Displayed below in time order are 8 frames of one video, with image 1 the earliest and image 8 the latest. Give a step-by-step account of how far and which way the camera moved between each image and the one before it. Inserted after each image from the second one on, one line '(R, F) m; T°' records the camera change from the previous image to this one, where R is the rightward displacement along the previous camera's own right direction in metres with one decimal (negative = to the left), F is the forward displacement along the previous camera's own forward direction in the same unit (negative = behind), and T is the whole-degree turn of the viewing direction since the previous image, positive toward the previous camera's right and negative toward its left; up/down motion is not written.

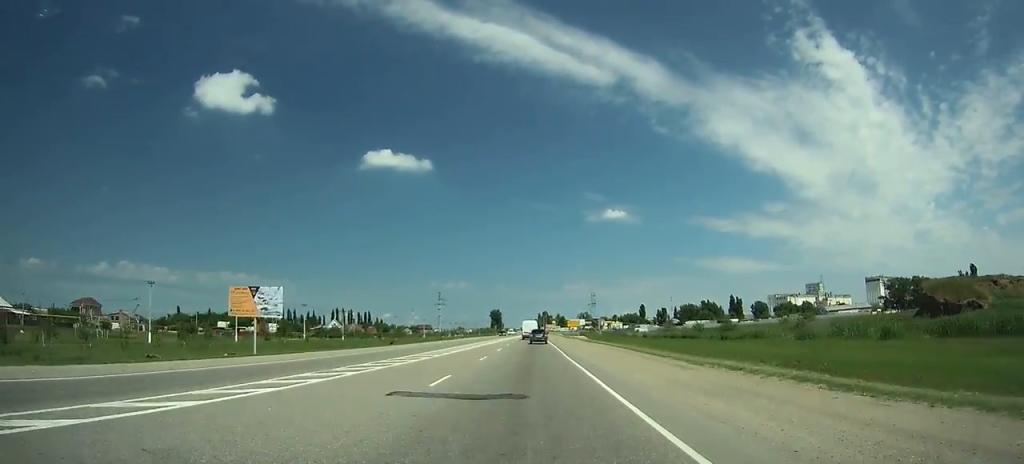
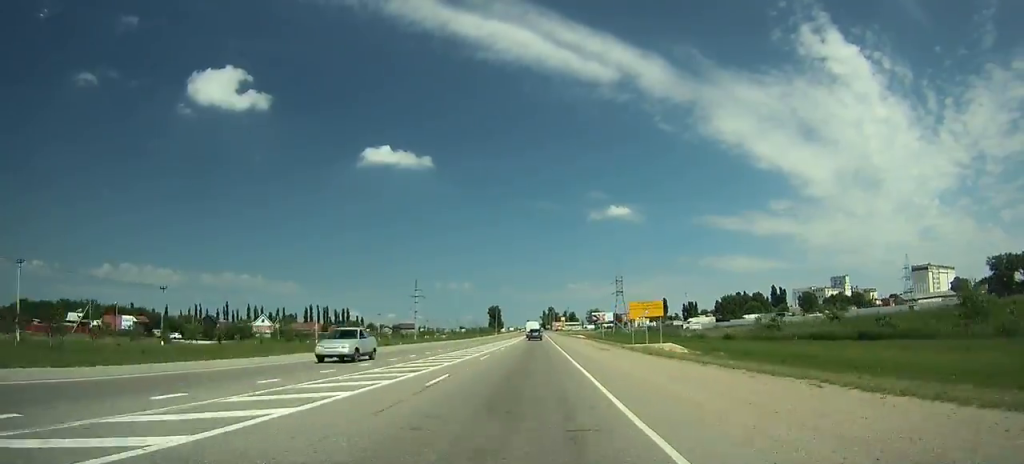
(-0.2, +86.2) m; 0°
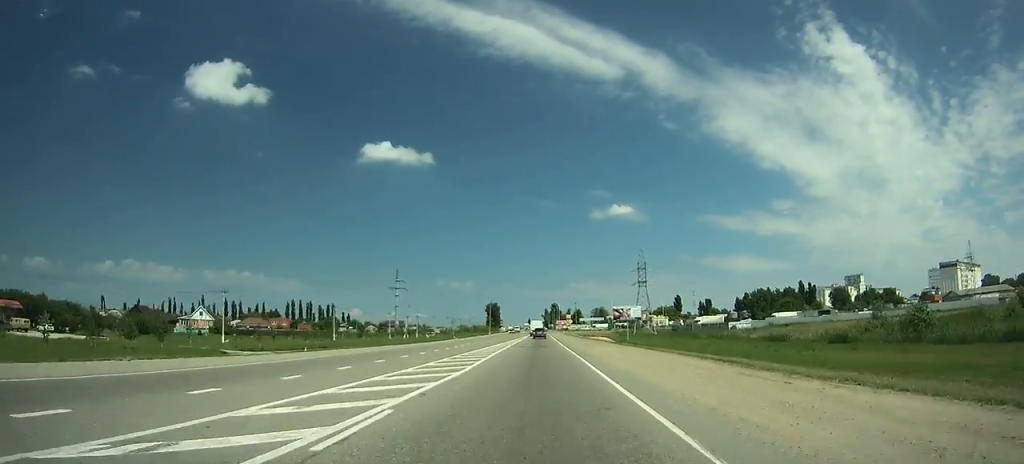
(-0.2, +43.7) m; 0°
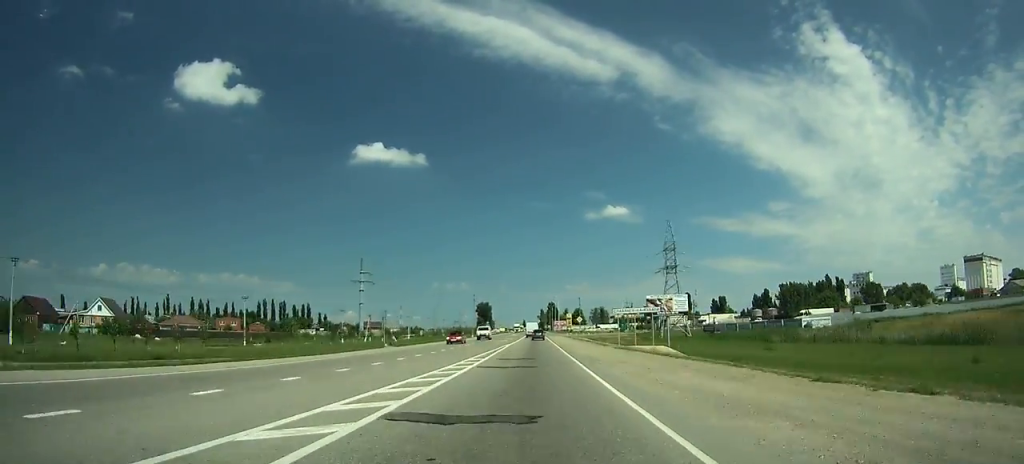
(+0.3, +43.9) m; 0°
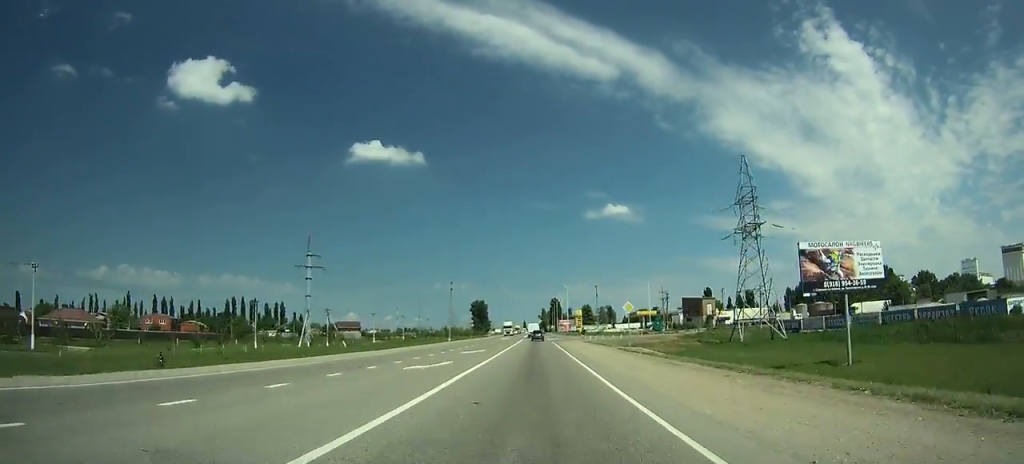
(0.0, +51.3) m; 0°
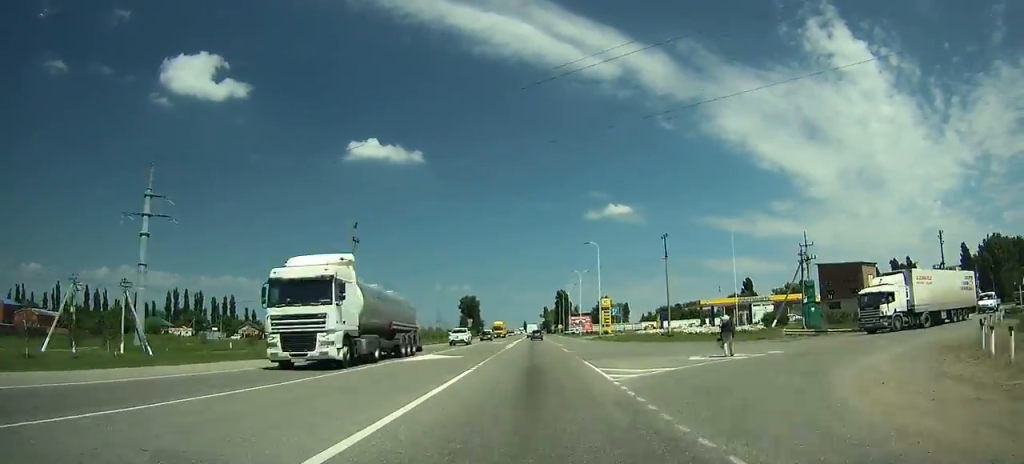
(-0.2, +71.7) m; 0°
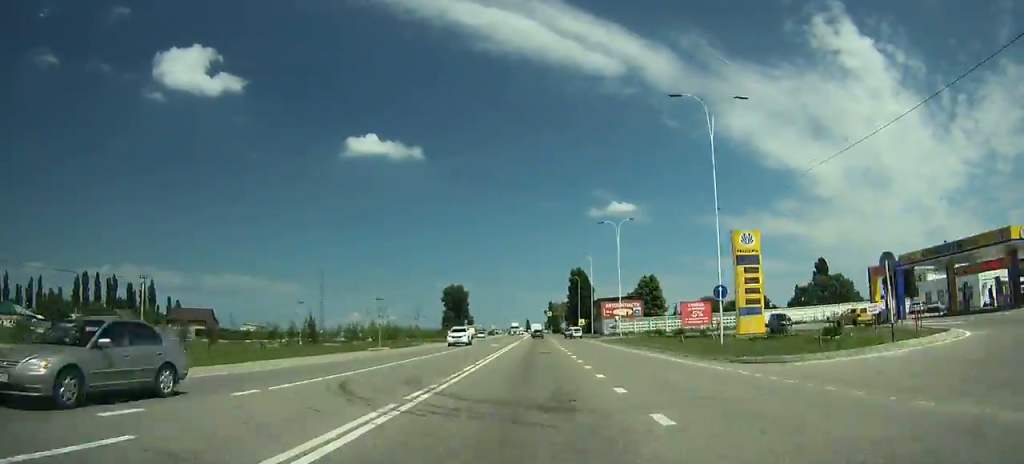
(-0.2, +79.3) m; 0°
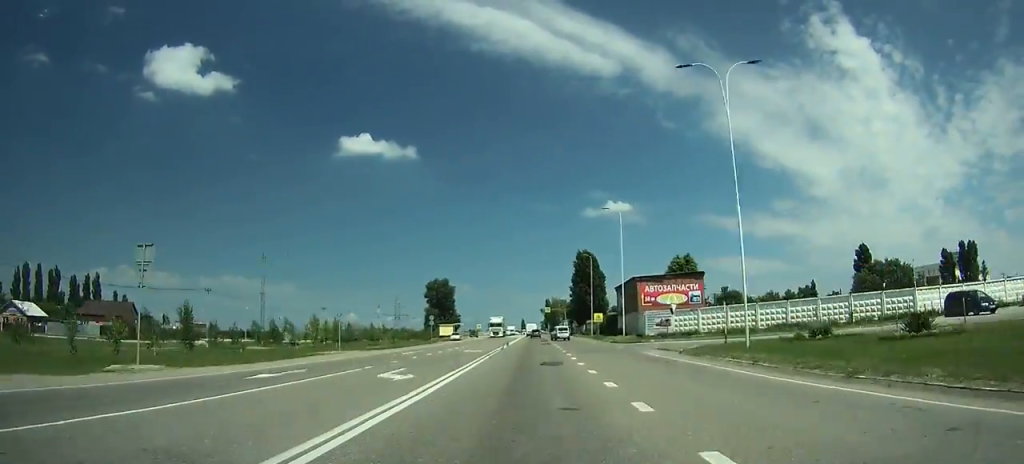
(-0.1, +33.8) m; 0°
